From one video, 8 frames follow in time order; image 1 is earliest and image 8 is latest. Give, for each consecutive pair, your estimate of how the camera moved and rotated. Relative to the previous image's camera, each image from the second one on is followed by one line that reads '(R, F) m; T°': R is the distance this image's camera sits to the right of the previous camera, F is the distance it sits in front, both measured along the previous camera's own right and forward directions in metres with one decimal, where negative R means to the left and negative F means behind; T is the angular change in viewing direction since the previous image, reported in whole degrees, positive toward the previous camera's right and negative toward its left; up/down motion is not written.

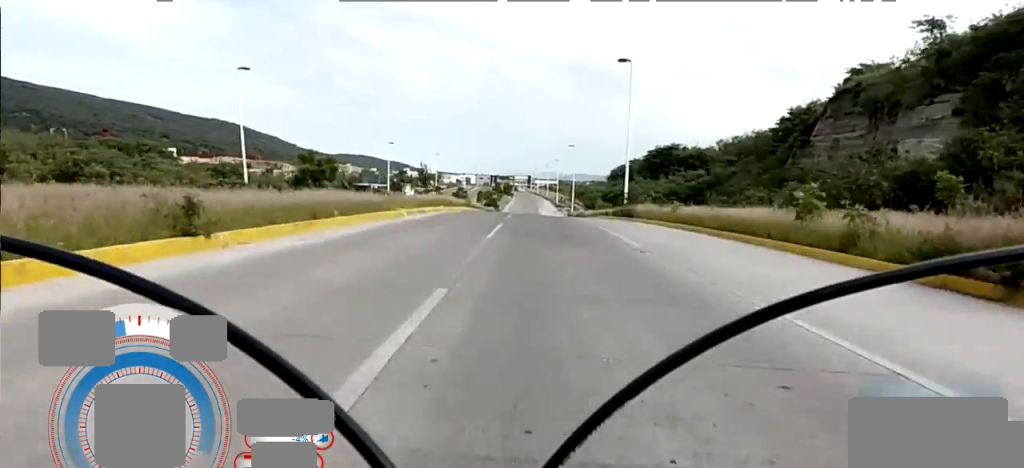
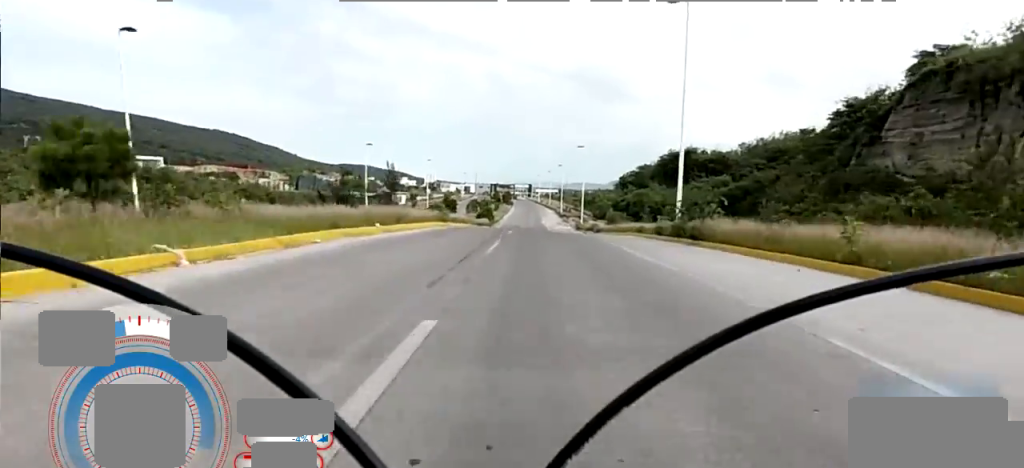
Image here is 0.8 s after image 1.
(-0.2, +11.6) m; -2°
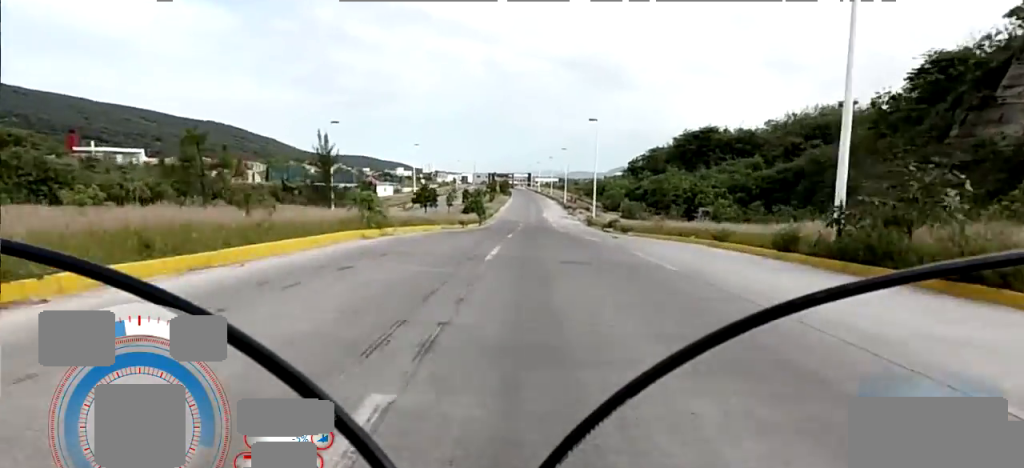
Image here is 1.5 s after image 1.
(-0.2, +11.4) m; -1°
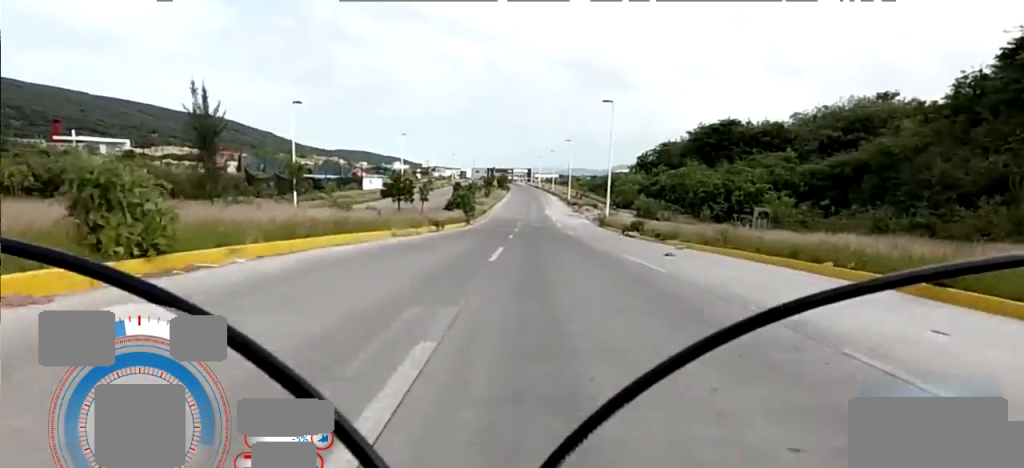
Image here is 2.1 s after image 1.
(-0.1, +8.8) m; +1°
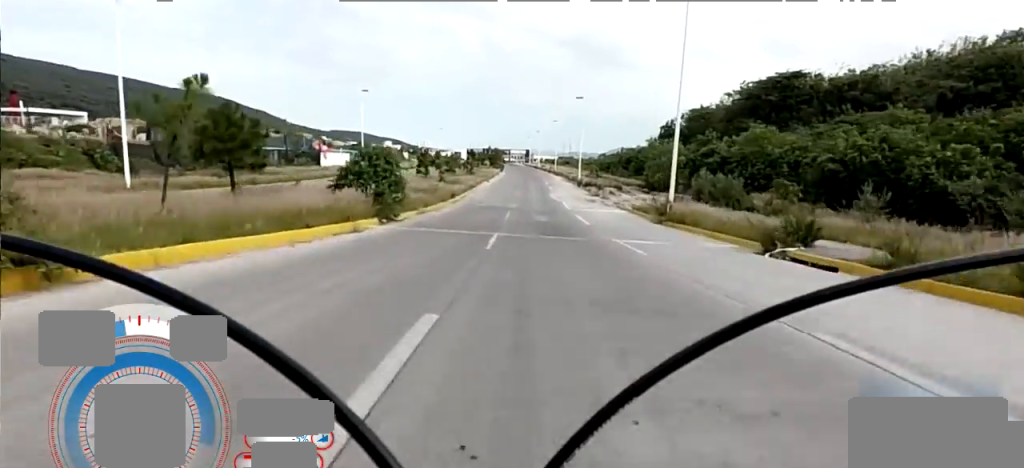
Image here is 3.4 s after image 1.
(+0.6, +19.2) m; +2°
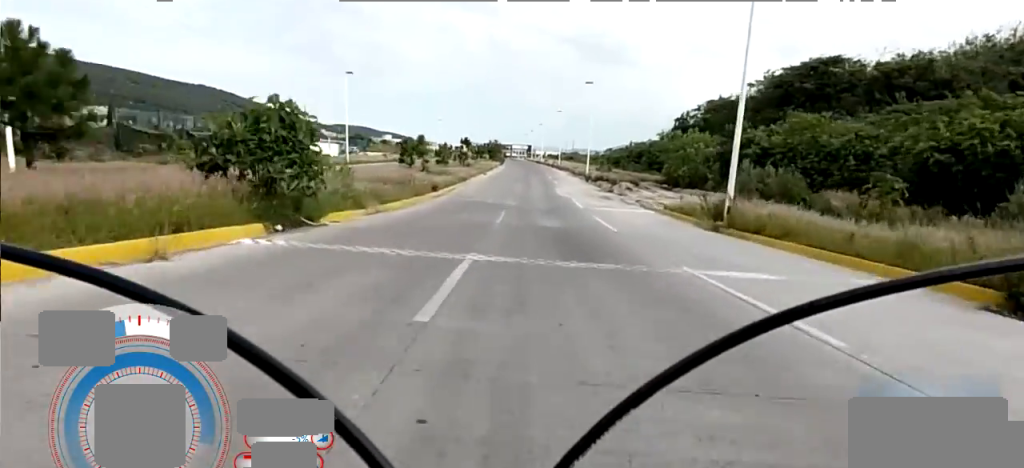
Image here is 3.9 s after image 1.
(0.0, +6.3) m; 0°
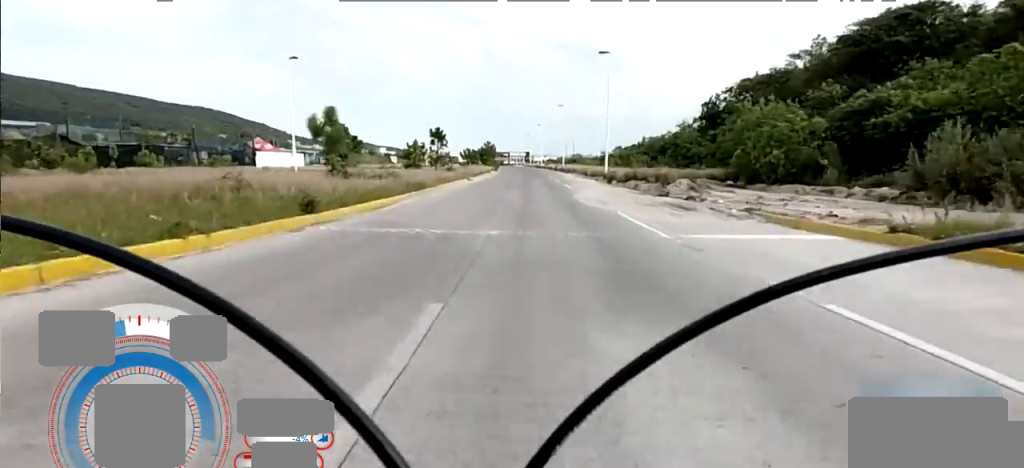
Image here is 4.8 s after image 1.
(0.0, +13.5) m; 0°
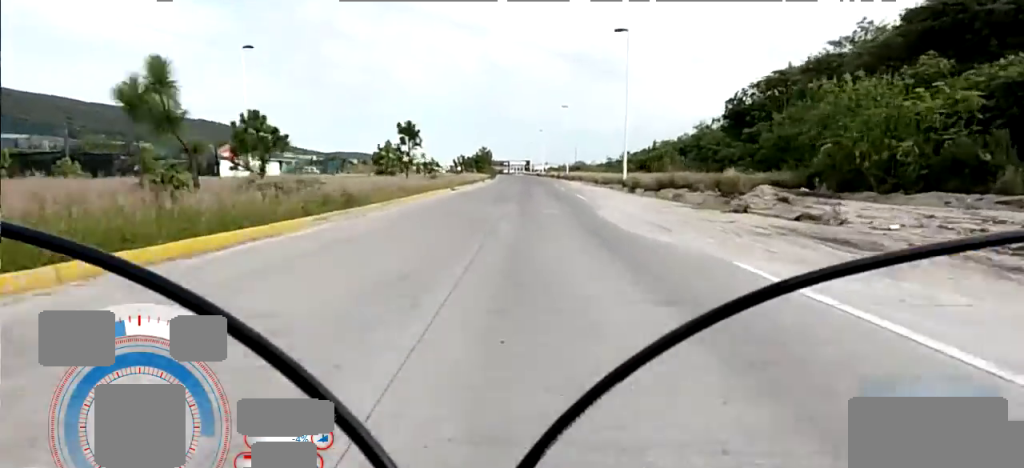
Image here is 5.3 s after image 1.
(0.0, +7.6) m; 0°
